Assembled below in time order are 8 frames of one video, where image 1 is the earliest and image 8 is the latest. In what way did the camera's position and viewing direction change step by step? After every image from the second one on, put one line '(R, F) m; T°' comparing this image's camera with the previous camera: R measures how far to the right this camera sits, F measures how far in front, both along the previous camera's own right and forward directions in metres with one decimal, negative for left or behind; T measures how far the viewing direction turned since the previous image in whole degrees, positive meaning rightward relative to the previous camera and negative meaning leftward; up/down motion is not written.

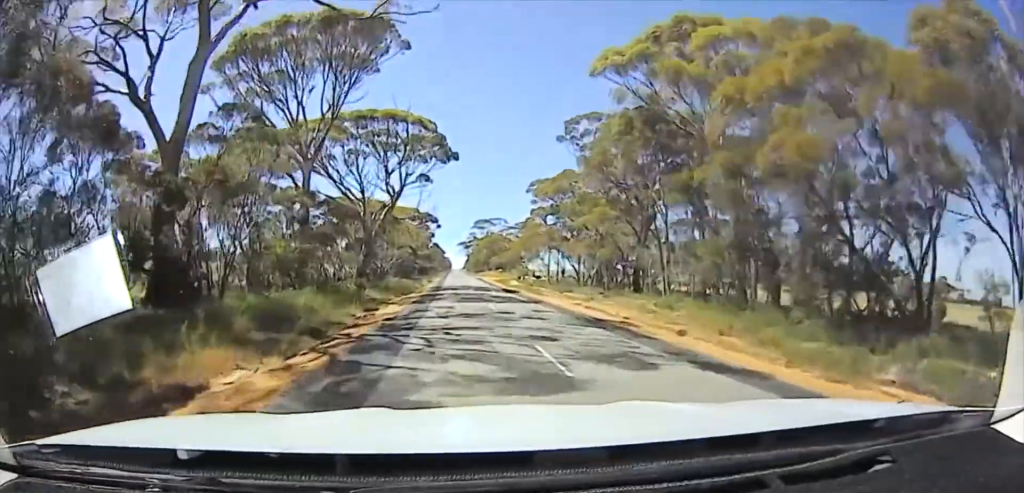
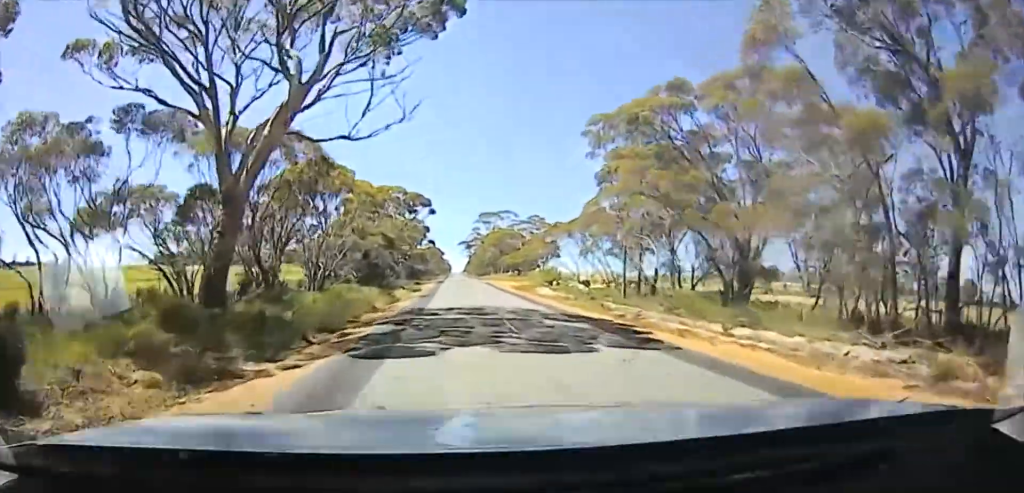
(0.0, +28.3) m; 0°
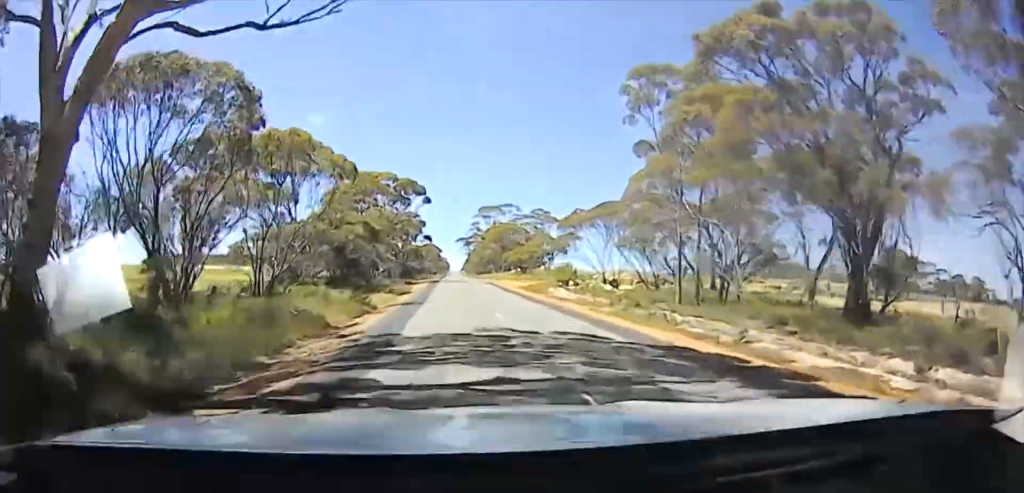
(0.0, +9.3) m; 0°
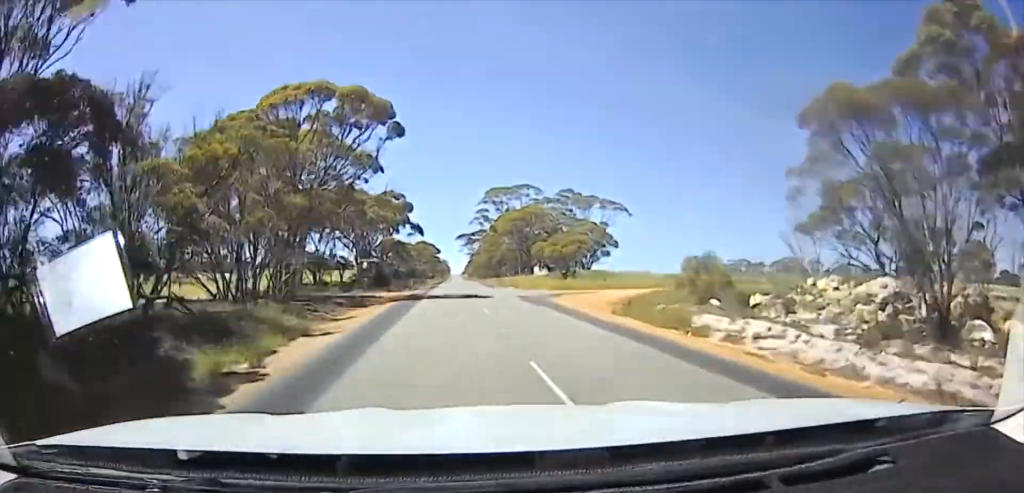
(-0.1, +34.2) m; 0°
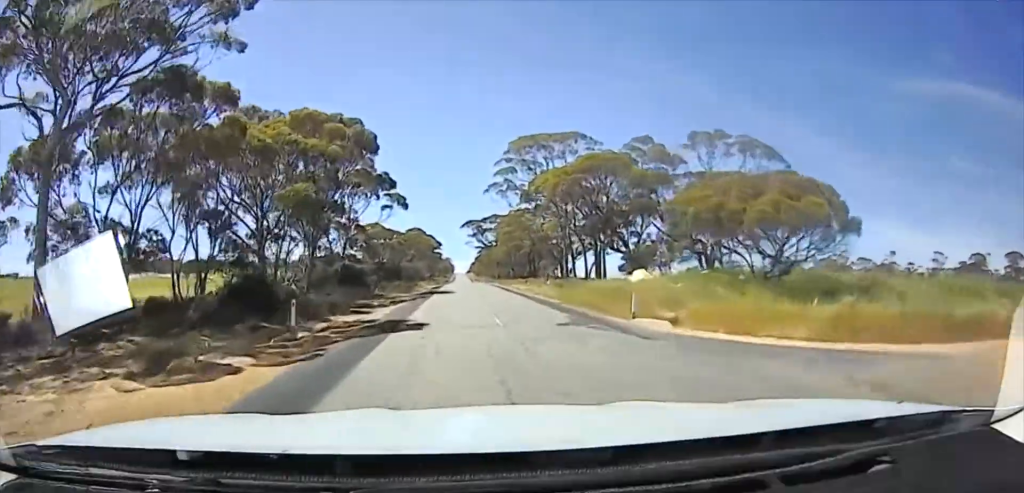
(+0.2, +43.6) m; +1°
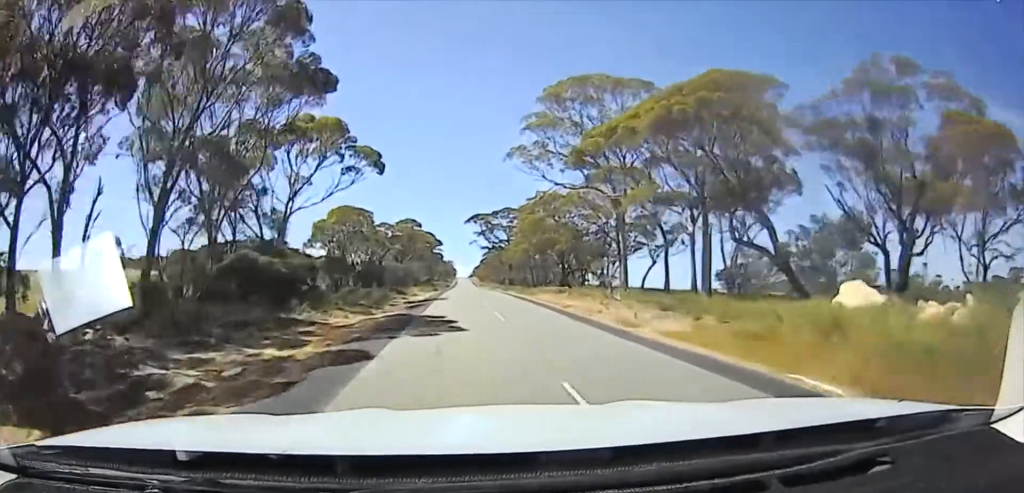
(0.0, +24.4) m; 0°
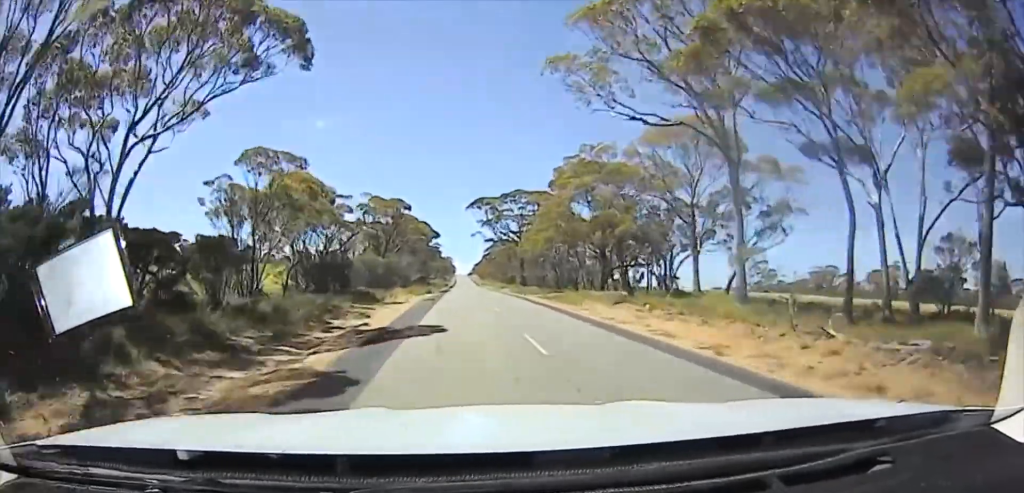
(+0.2, +21.0) m; 0°
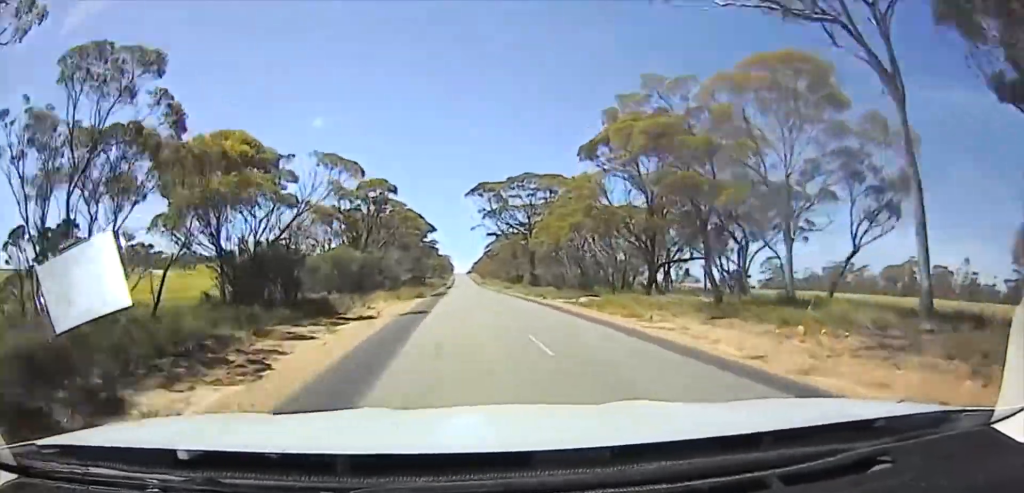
(-0.1, +13.3) m; 0°
